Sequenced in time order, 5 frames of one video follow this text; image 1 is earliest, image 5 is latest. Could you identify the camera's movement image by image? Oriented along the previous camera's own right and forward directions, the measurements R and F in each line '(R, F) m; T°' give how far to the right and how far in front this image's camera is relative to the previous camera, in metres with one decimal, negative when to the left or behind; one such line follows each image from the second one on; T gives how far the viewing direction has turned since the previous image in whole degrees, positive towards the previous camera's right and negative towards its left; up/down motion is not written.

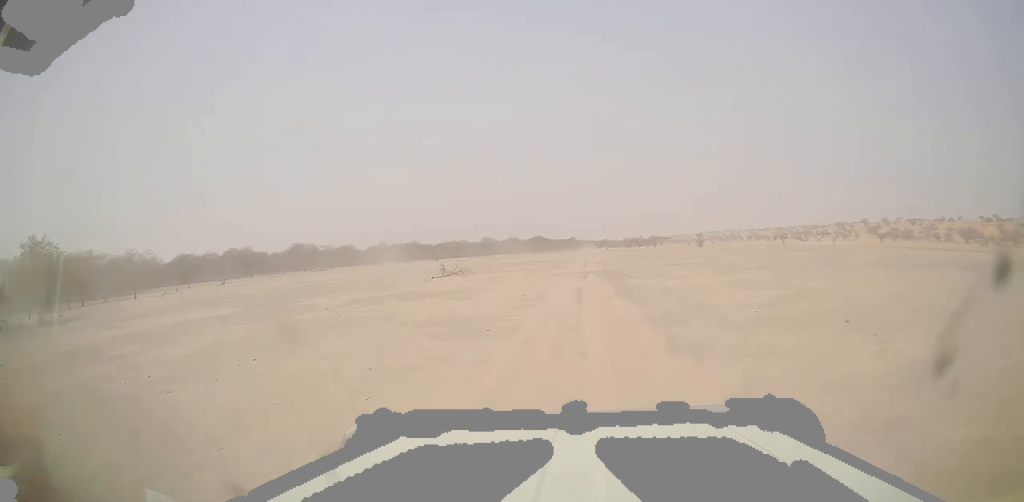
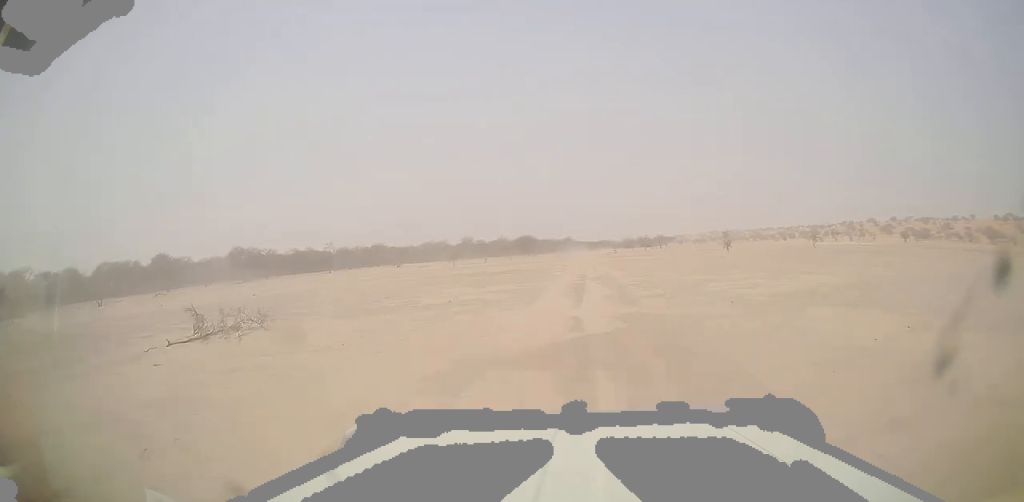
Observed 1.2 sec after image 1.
(+0.3, +26.2) m; 0°
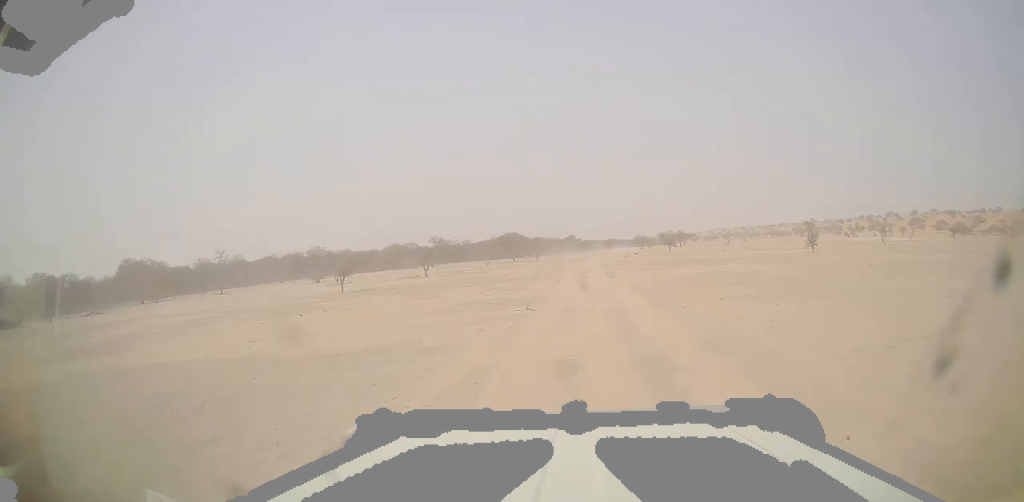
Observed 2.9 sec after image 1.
(-0.2, +36.6) m; 0°
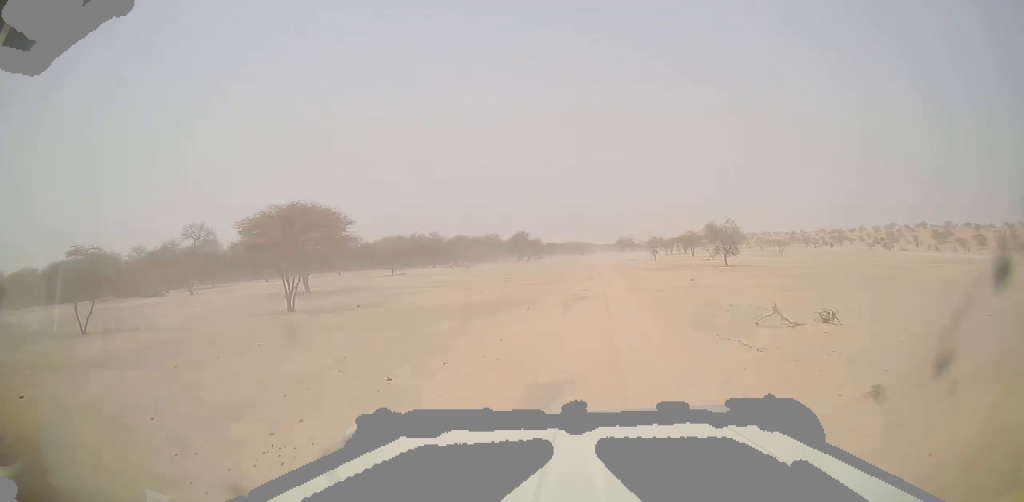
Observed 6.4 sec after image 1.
(+1.2, +72.5) m; +3°
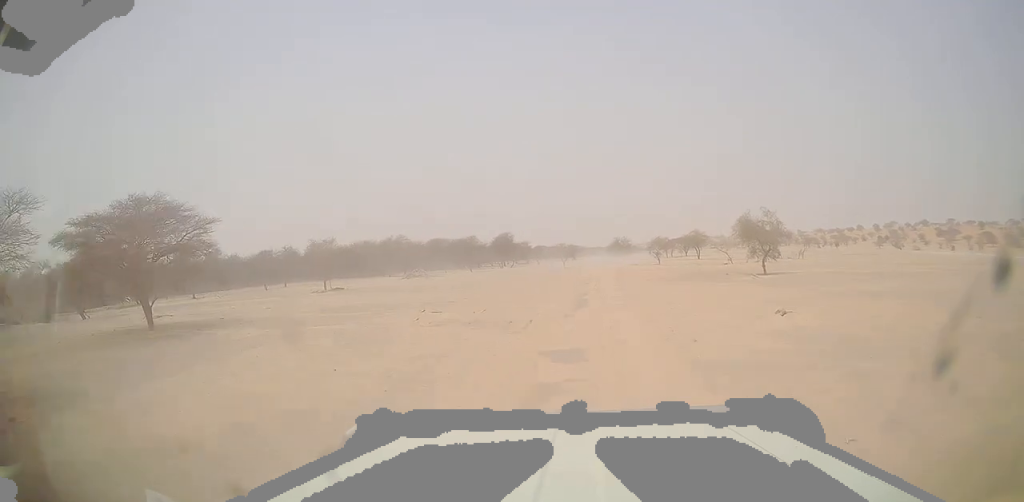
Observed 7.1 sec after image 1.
(+0.1, +14.6) m; +1°
